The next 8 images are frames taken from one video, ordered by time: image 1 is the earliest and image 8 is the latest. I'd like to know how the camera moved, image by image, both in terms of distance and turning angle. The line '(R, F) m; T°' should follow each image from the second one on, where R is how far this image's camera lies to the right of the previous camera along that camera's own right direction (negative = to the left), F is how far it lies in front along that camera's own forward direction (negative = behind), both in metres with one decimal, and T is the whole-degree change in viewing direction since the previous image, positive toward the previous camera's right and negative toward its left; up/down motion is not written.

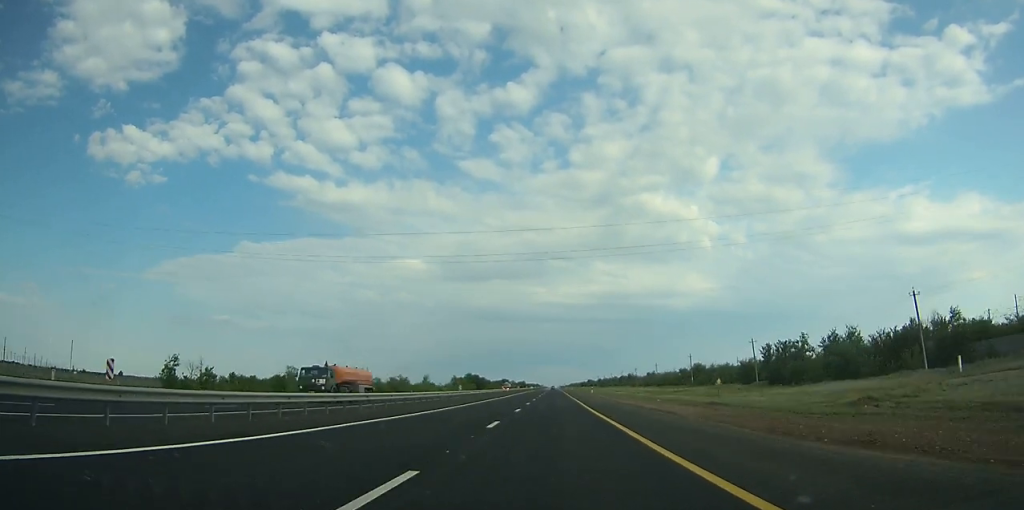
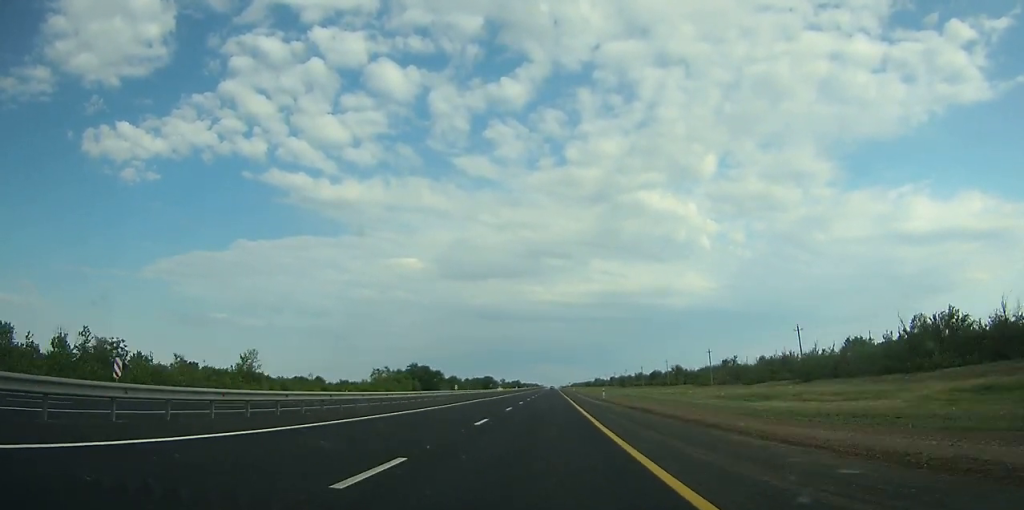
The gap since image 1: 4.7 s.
(0.0, +131.2) m; 0°
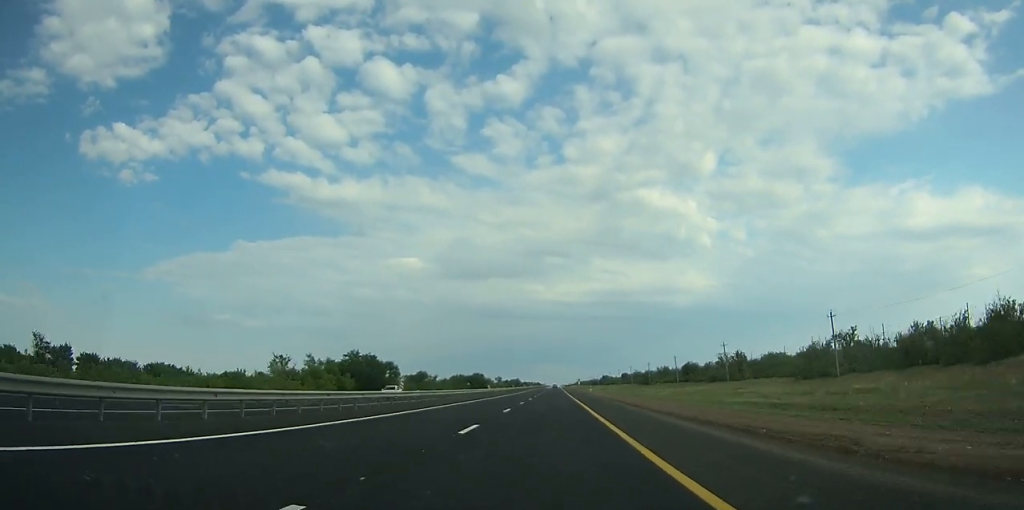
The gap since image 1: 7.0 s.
(0.0, +66.0) m; 0°
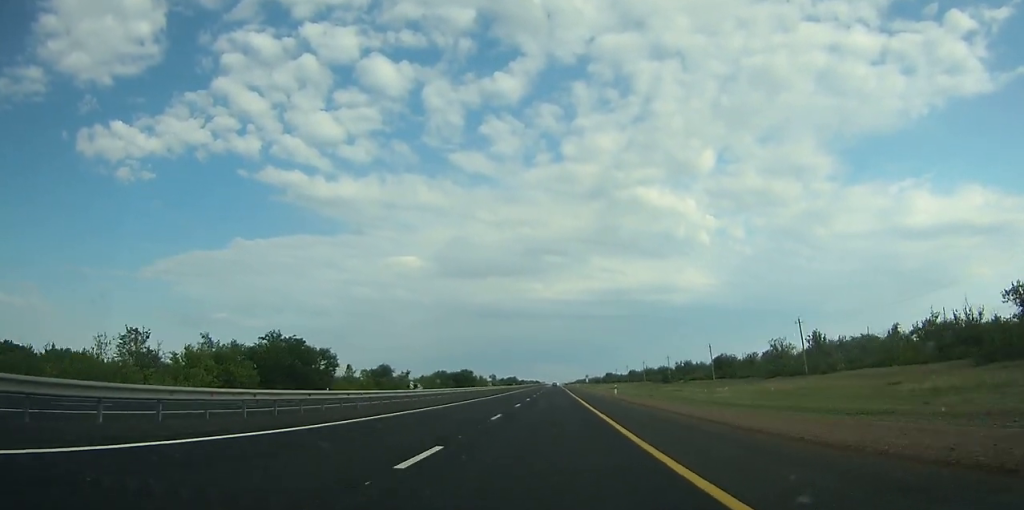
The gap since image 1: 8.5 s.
(0.0, +43.1) m; 0°
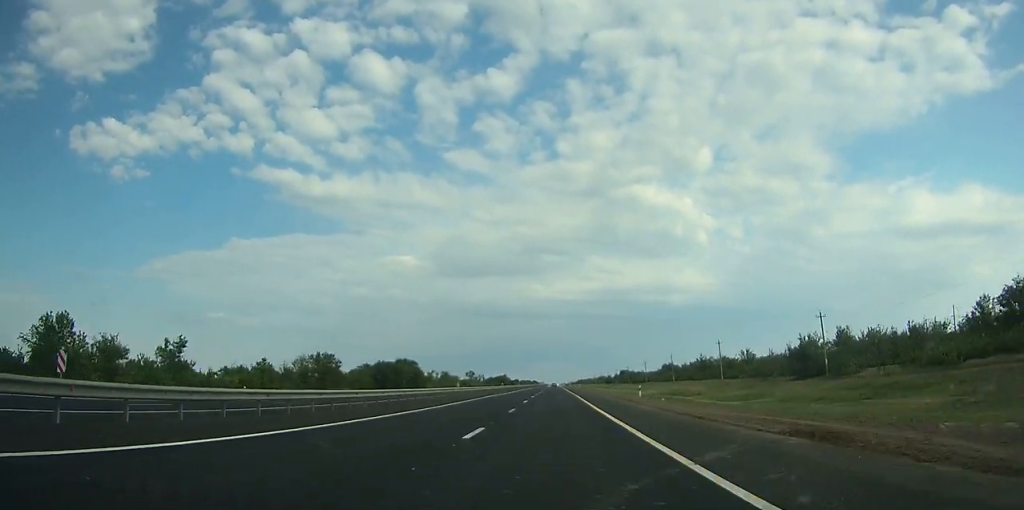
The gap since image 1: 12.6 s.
(0.0, +114.1) m; 0°
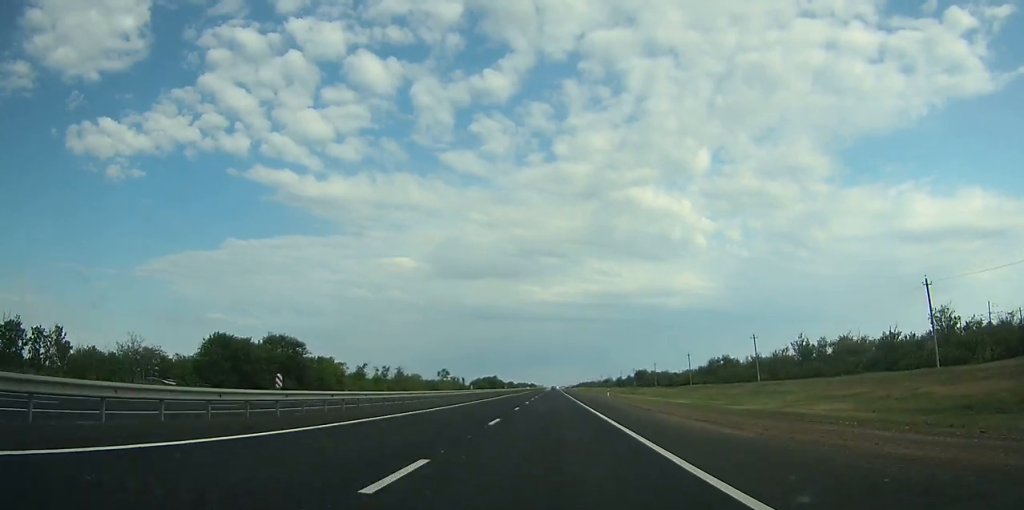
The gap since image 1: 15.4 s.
(+0.1, +76.5) m; 0°
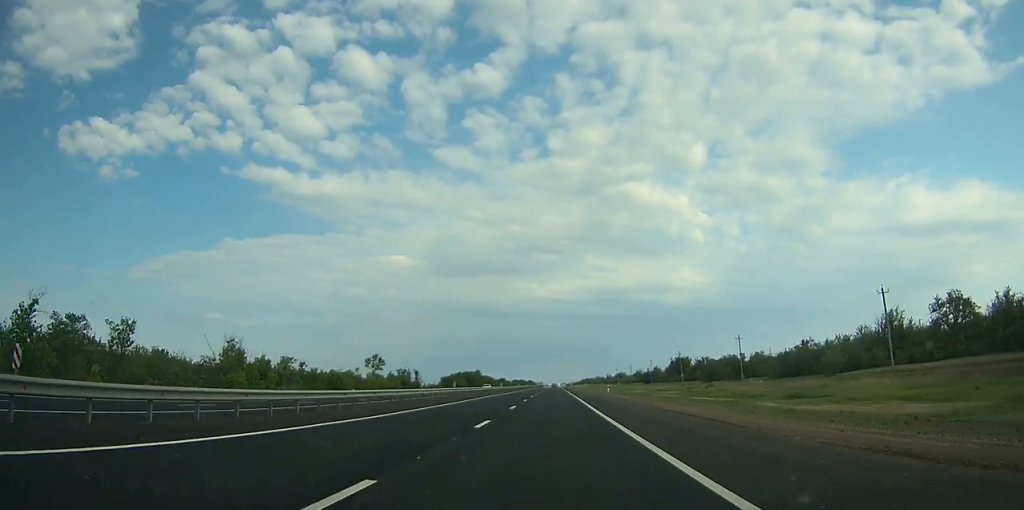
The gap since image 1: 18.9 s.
(+0.1, +97.9) m; 0°
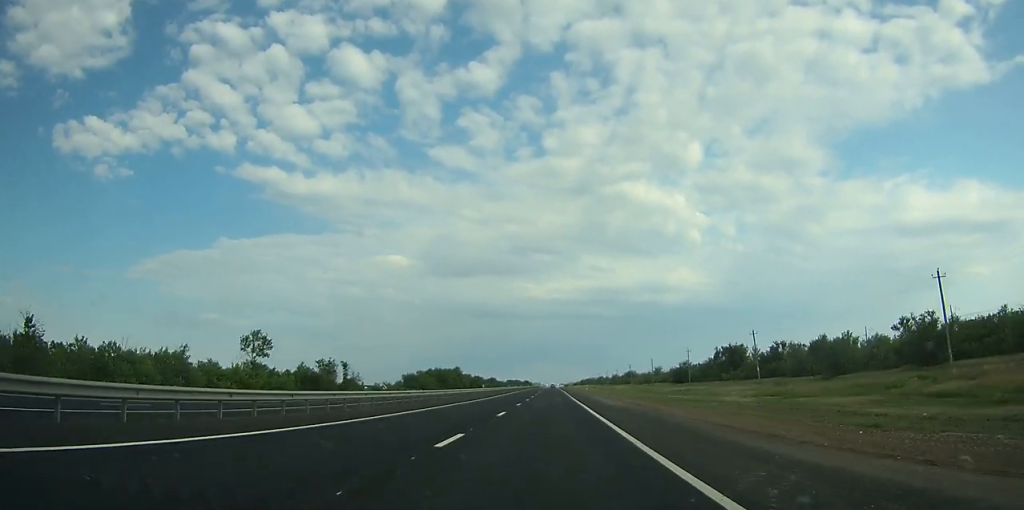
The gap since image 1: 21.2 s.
(+0.1, +66.4) m; 0°
